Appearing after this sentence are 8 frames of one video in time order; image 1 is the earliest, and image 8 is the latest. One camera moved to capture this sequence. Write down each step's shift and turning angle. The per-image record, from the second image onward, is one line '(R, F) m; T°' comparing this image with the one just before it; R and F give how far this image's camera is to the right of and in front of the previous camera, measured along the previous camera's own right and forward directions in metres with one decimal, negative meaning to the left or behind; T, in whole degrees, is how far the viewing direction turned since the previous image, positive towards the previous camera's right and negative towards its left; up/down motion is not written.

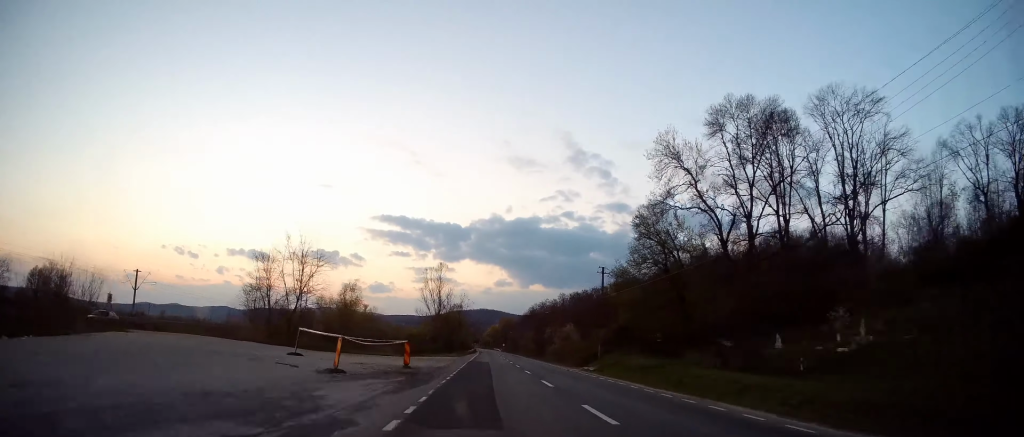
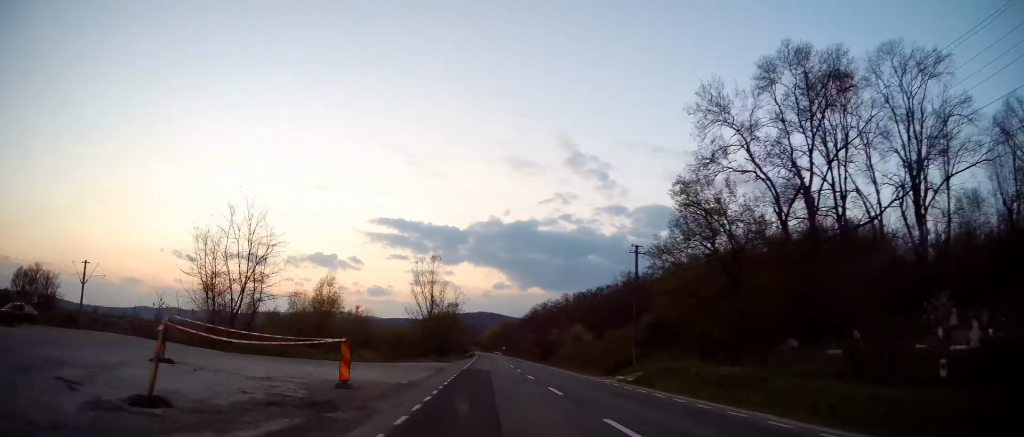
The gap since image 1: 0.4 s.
(0.0, +11.0) m; 0°
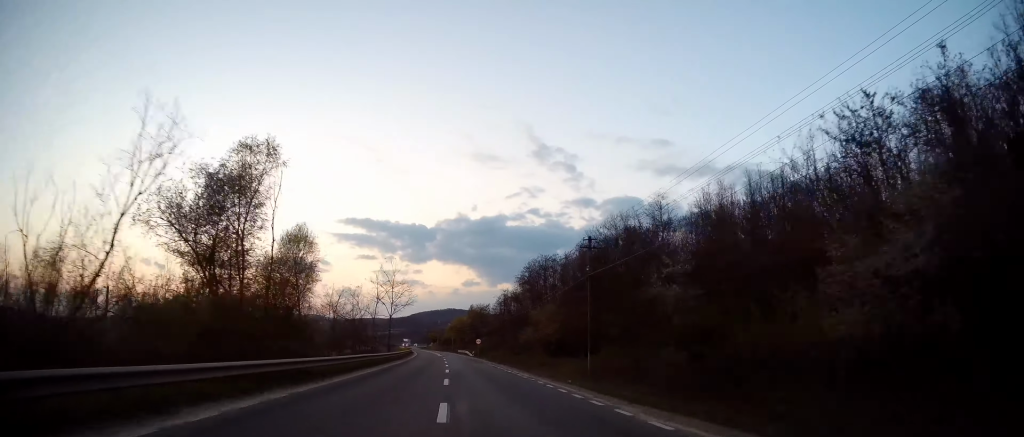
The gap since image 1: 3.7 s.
(+1.5, +86.5) m; +2°
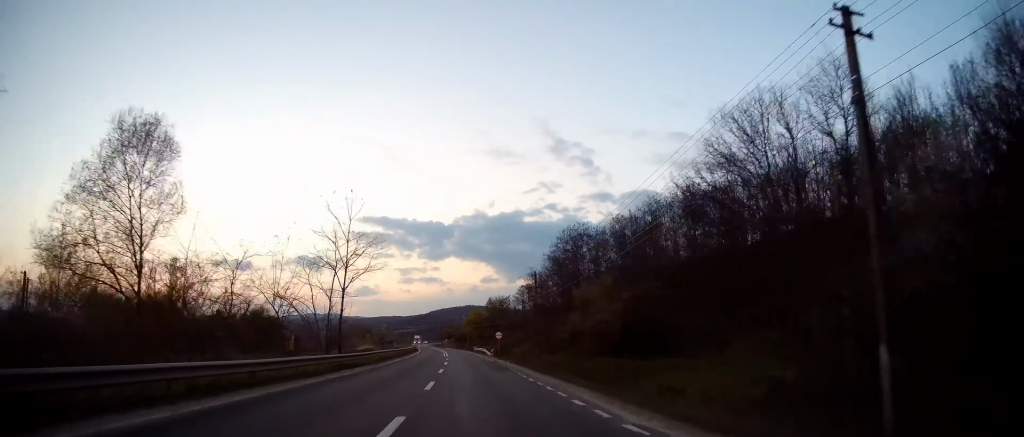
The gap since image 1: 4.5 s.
(0.0, +20.7) m; 0°
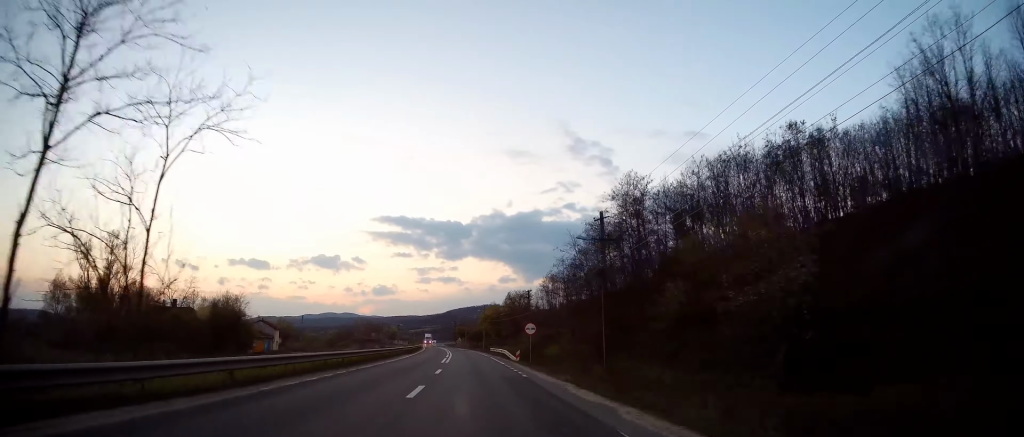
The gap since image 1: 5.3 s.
(0.0, +20.8) m; -1°
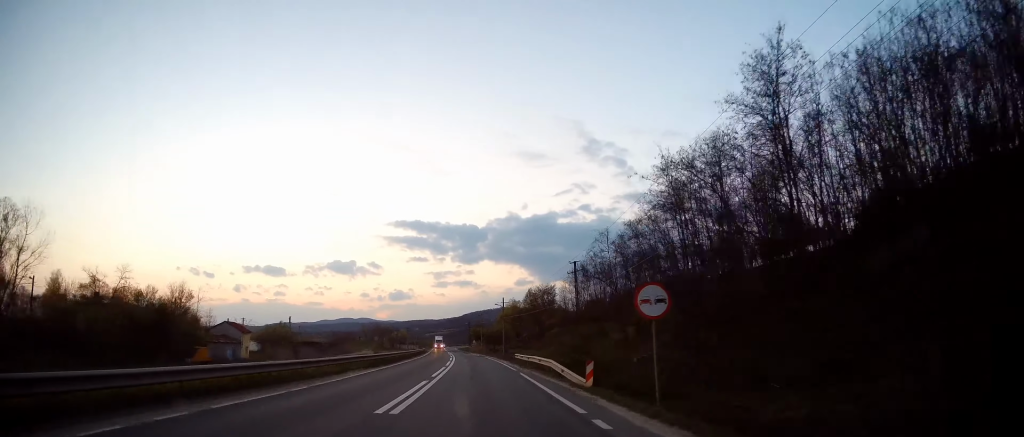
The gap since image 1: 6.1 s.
(-0.5, +22.7) m; -1°
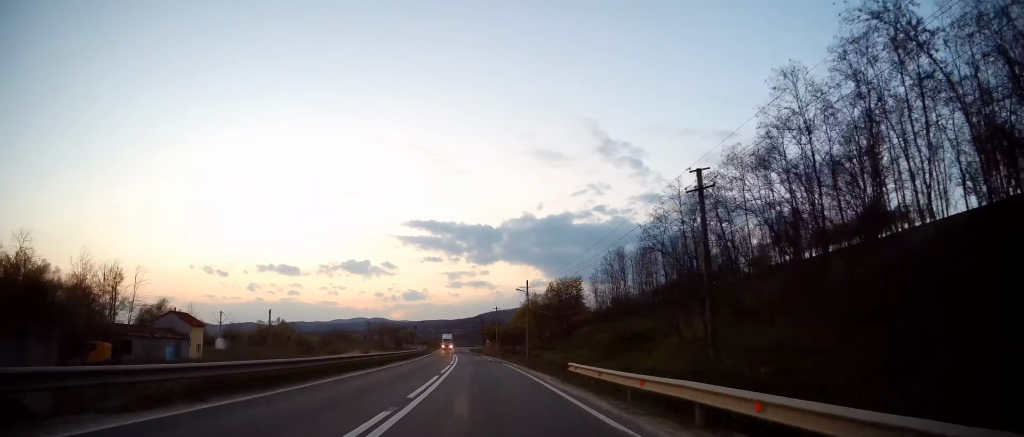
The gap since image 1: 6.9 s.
(0.0, +20.8) m; -1°
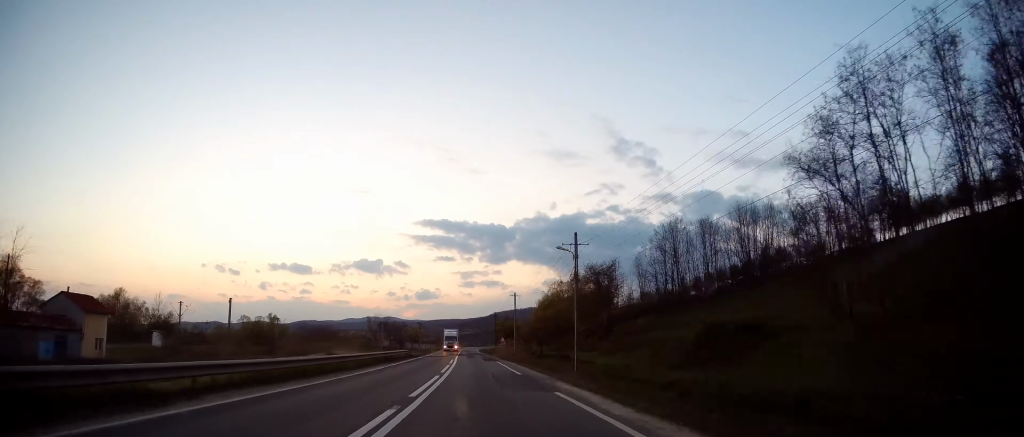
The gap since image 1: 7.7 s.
(-0.6, +23.5) m; -2°
